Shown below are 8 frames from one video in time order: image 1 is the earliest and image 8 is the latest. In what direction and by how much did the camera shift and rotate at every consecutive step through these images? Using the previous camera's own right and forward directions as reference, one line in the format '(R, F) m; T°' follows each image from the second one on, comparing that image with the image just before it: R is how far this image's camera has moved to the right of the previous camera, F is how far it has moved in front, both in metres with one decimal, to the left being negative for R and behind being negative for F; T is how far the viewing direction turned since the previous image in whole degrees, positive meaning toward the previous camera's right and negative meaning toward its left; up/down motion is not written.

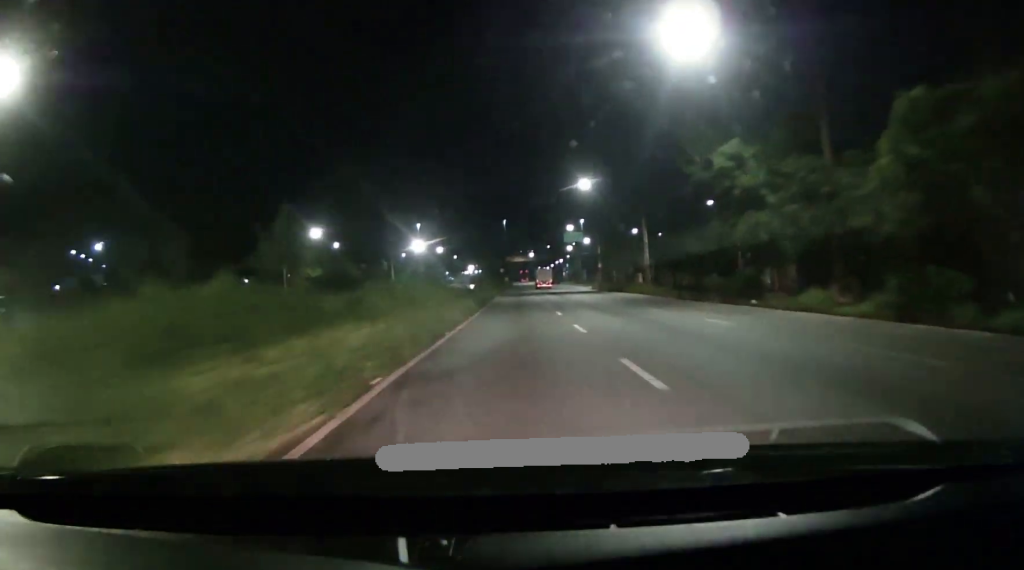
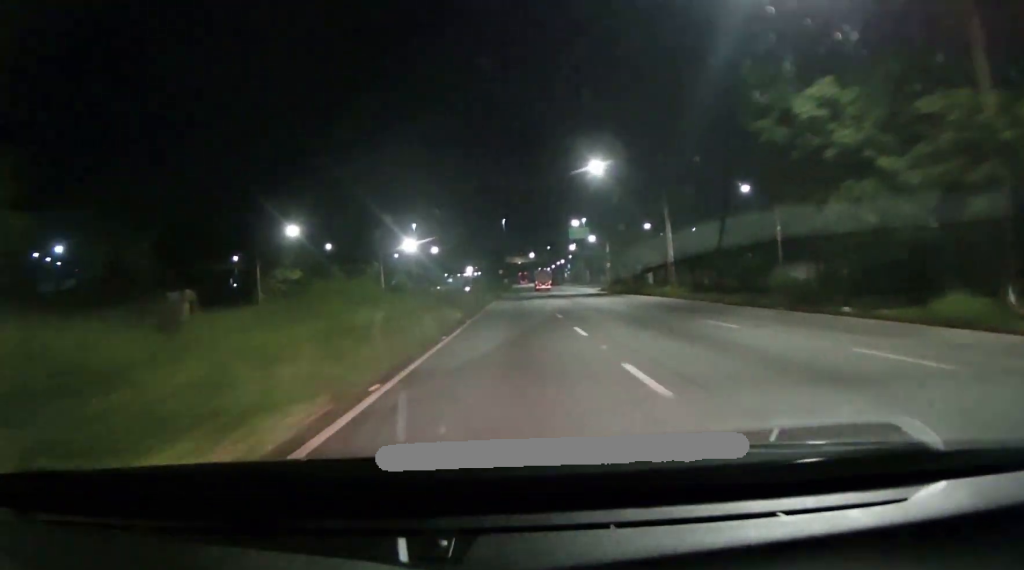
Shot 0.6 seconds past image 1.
(0.0, +9.1) m; 0°
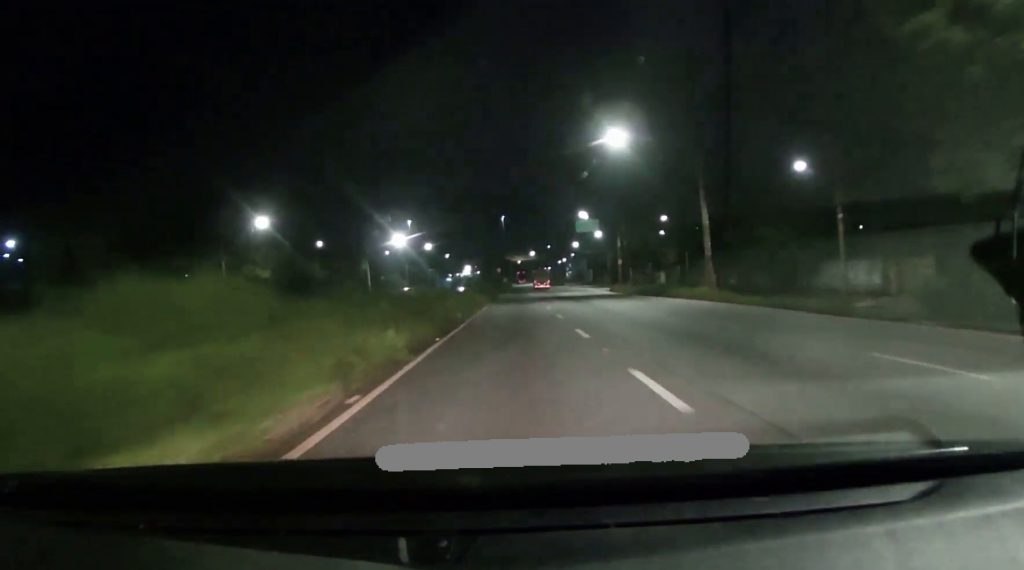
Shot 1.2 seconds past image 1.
(-0.2, +9.5) m; -1°
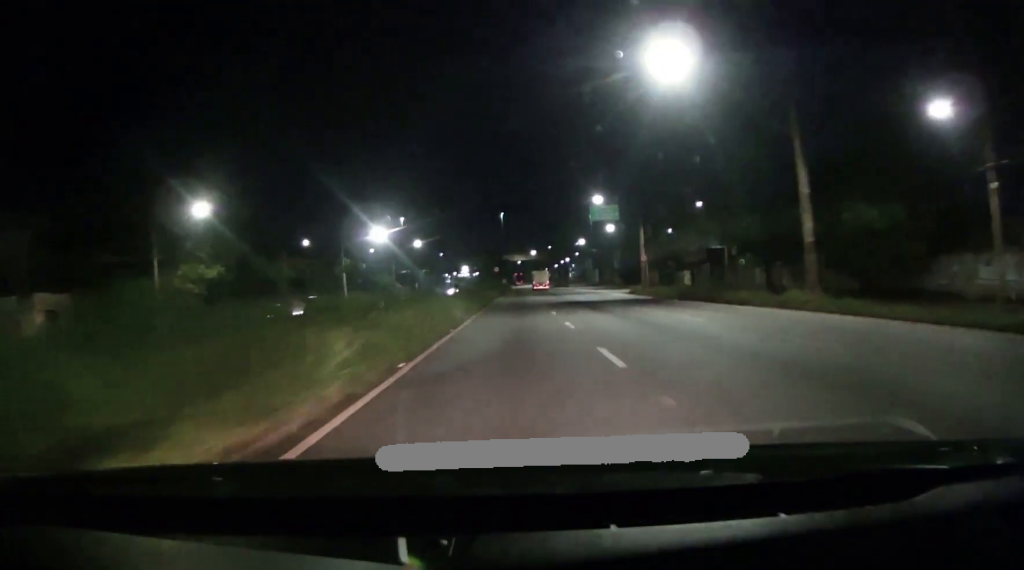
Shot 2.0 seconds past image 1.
(-0.1, +13.8) m; 0°
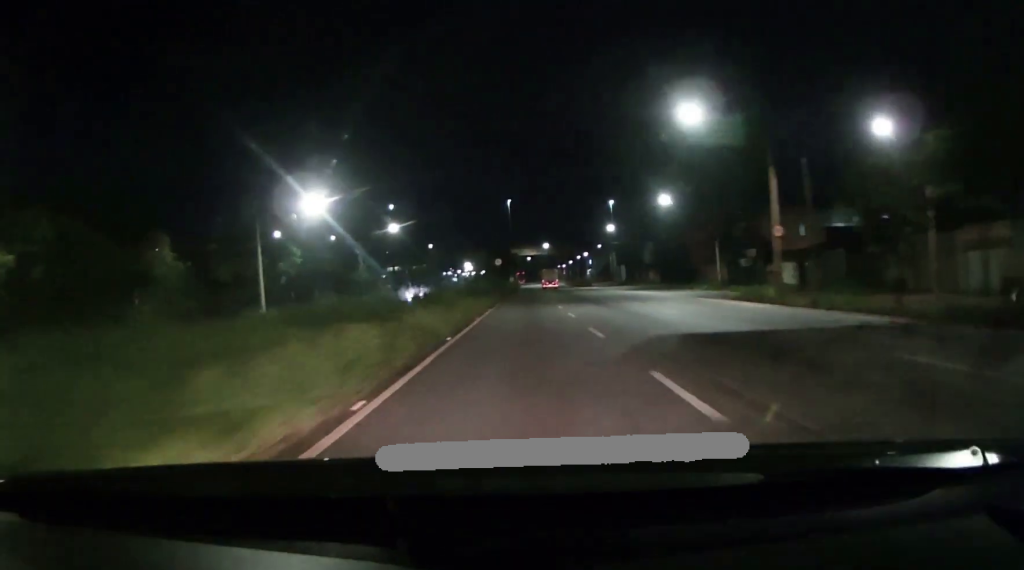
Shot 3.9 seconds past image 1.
(+0.7, +30.0) m; +2°
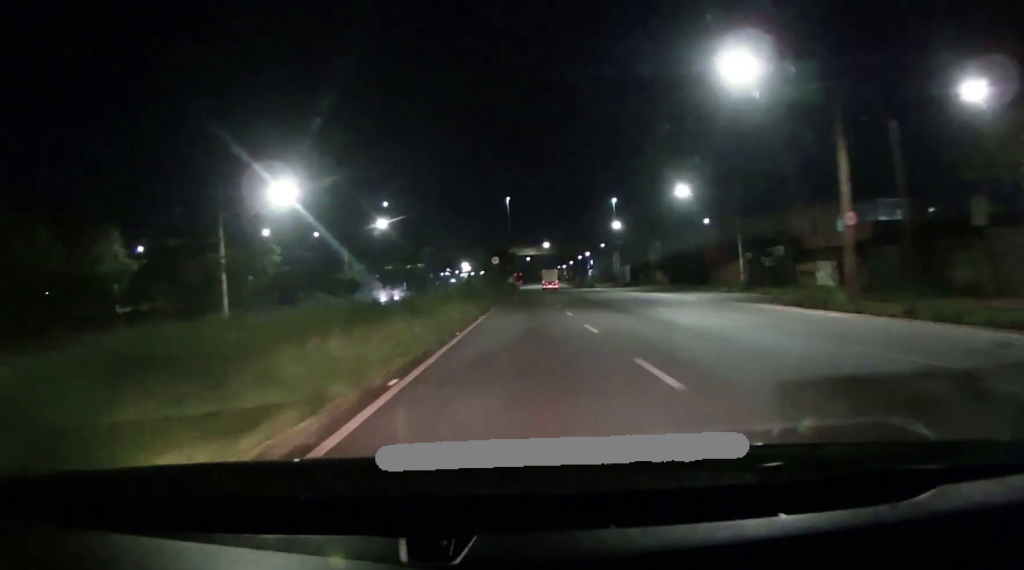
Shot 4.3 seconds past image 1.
(+0.2, +7.0) m; 0°
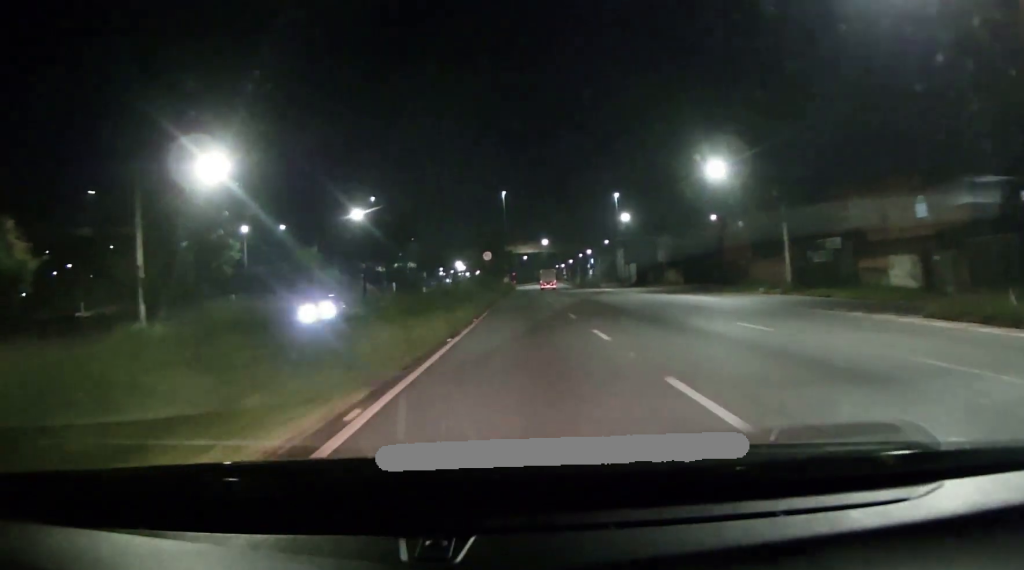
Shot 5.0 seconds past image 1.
(-0.4, +10.9) m; -1°
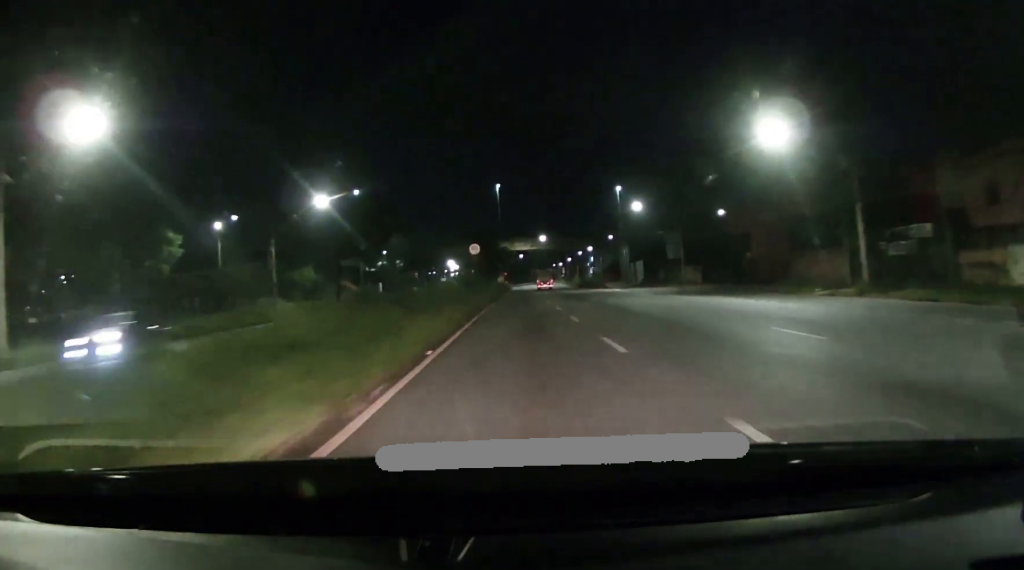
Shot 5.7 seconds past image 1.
(-0.1, +11.4) m; -1°
